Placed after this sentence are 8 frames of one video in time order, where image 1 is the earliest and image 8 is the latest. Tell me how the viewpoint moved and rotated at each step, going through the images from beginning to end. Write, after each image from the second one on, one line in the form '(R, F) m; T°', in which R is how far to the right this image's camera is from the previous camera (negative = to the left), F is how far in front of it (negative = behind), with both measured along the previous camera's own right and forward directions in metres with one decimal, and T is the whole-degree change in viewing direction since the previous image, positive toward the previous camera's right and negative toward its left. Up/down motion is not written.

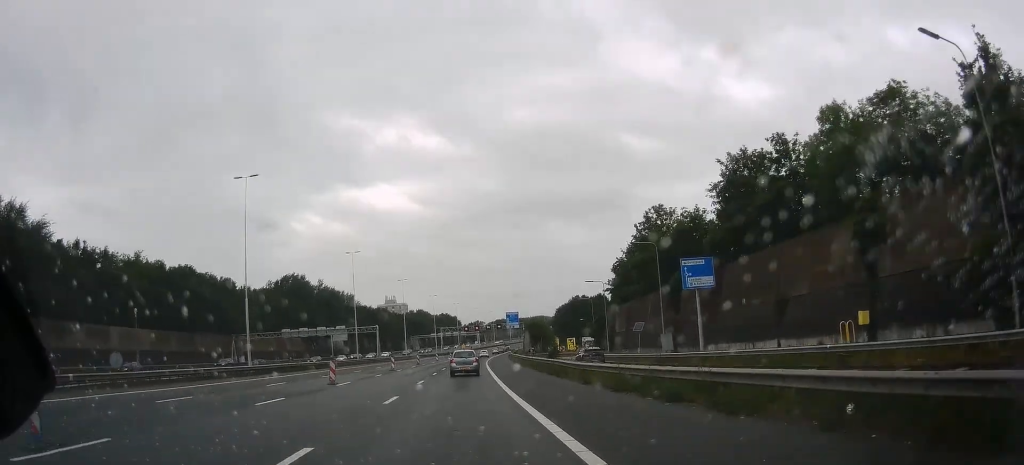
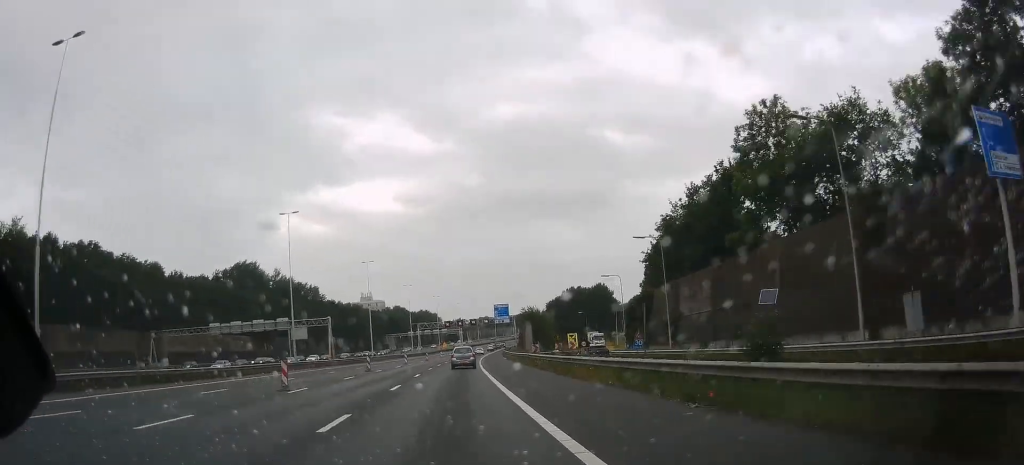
(+0.7, +30.2) m; +1°
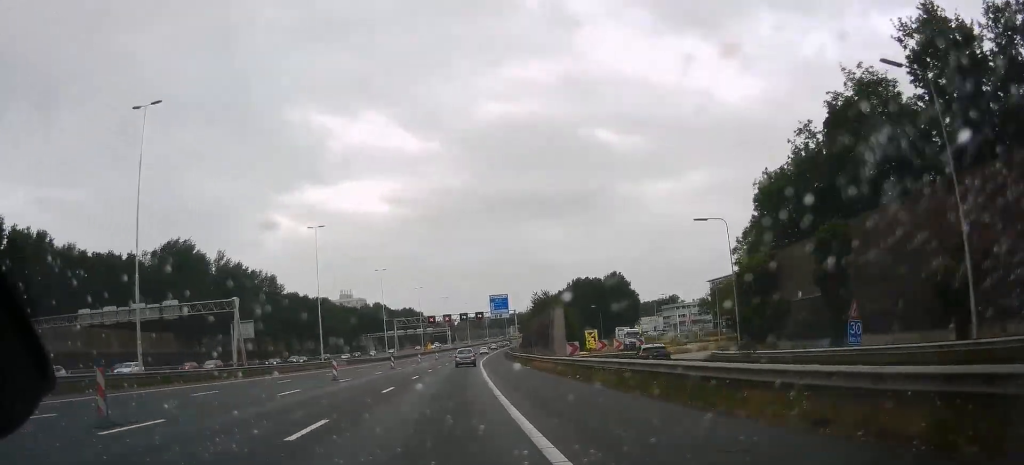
(+0.1, +36.7) m; 0°
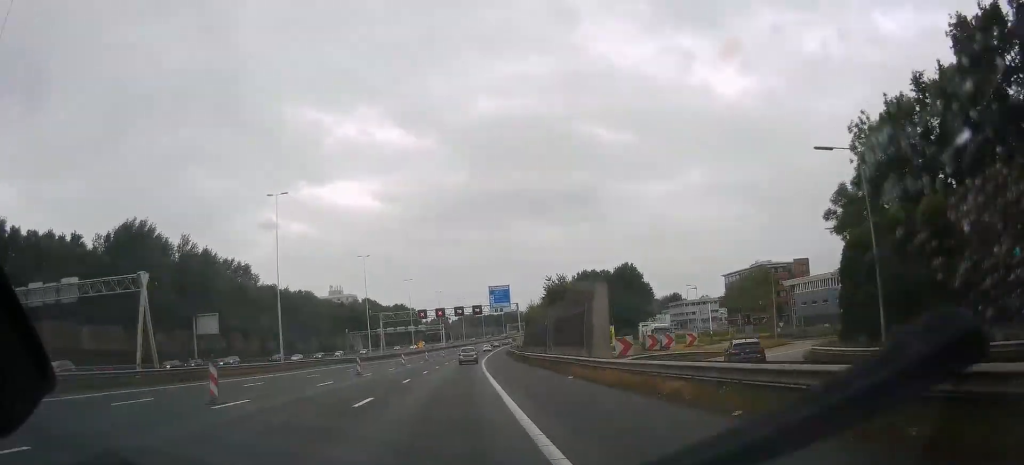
(-0.2, +17.1) m; 0°
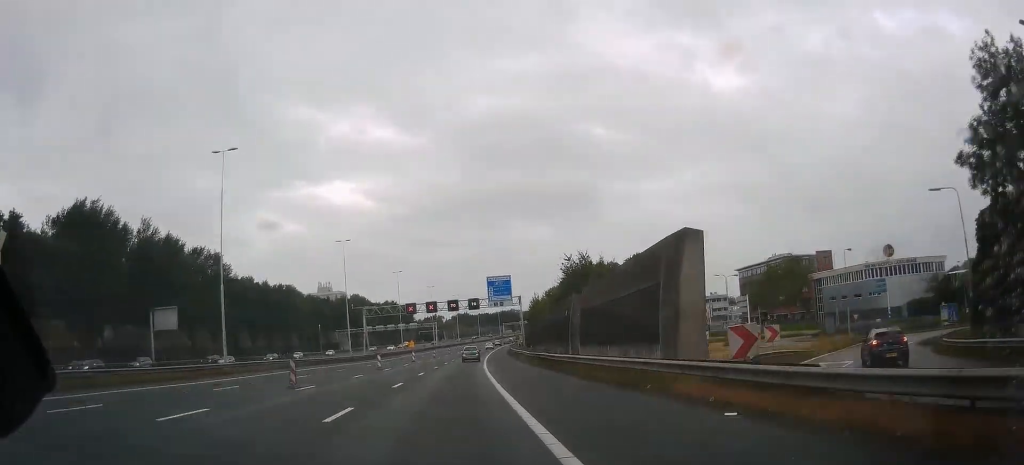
(+0.3, +15.7) m; +1°
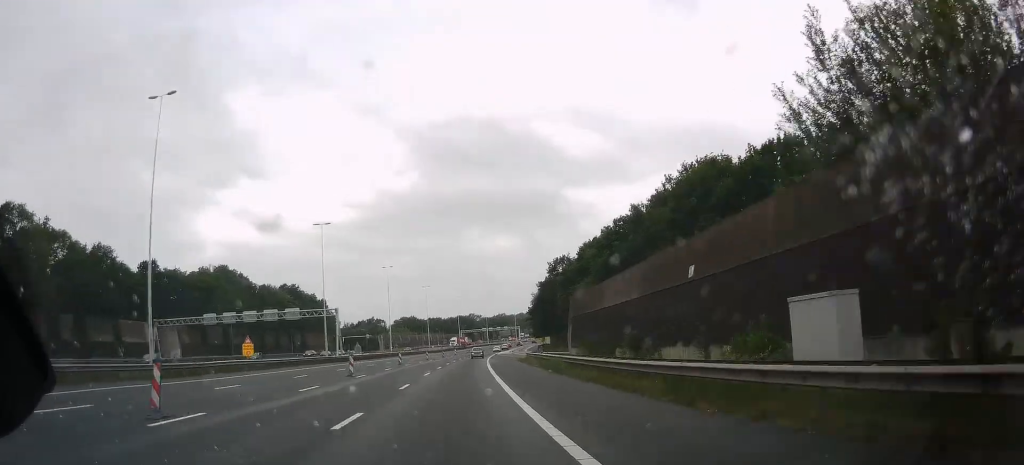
(+6.6, +107.1) m; +5°
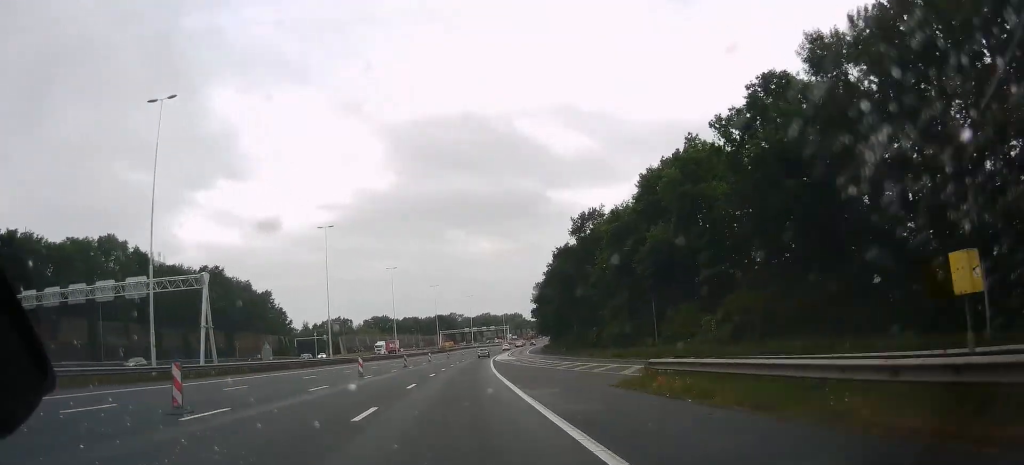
(+0.2, +46.9) m; +1°
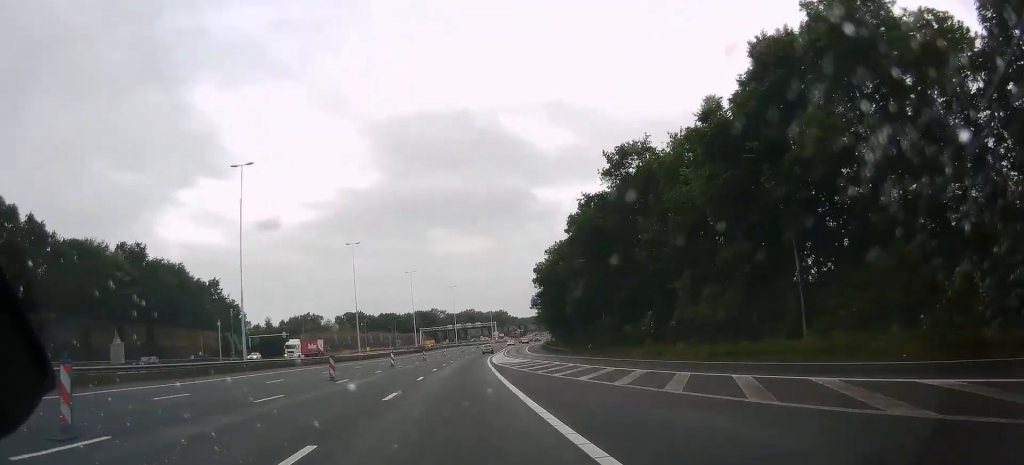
(+0.4, +29.9) m; +1°
